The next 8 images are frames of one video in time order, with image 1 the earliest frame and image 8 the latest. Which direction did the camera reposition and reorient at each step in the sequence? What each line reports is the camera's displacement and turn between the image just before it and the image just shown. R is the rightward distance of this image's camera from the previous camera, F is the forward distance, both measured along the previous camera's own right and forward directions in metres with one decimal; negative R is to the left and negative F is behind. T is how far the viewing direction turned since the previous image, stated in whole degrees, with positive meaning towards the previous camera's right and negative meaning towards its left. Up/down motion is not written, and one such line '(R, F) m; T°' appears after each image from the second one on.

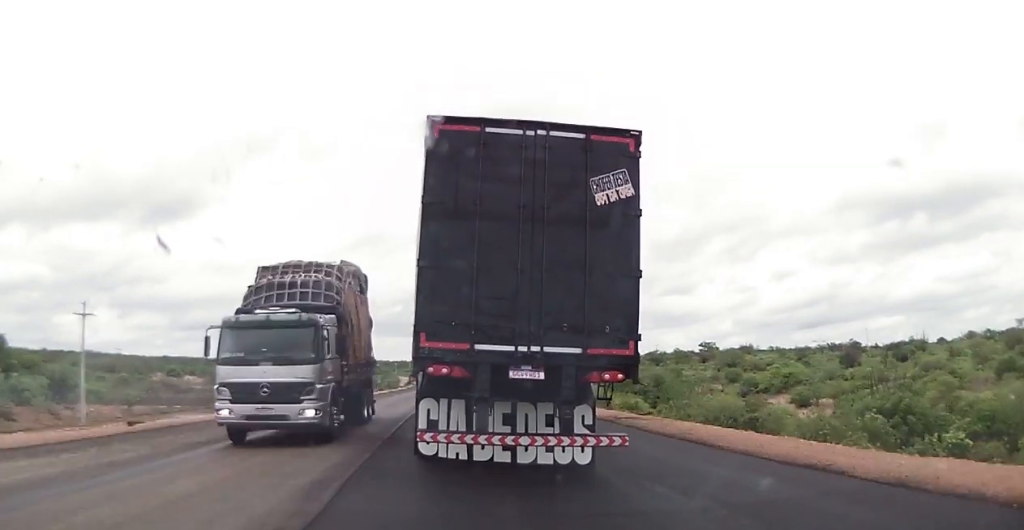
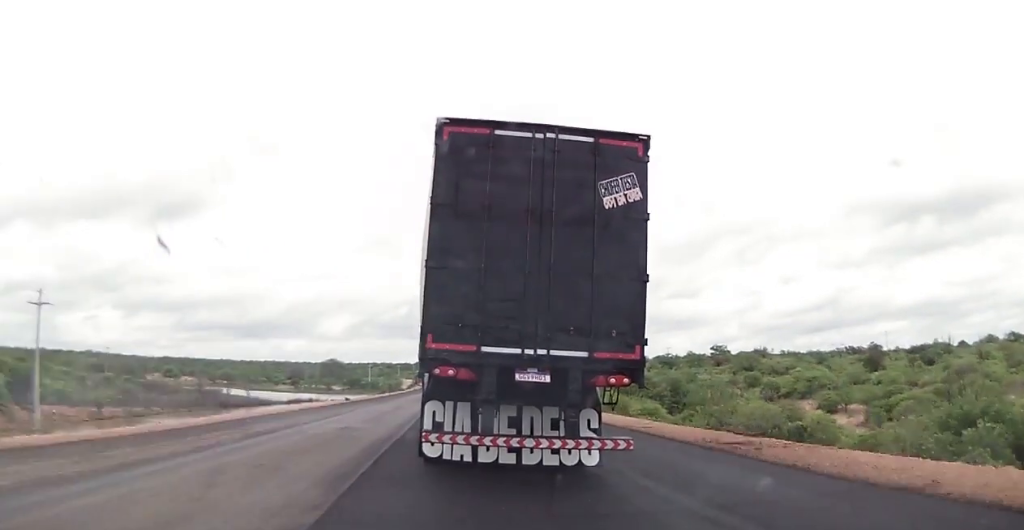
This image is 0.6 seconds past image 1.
(-0.1, +9.2) m; -1°
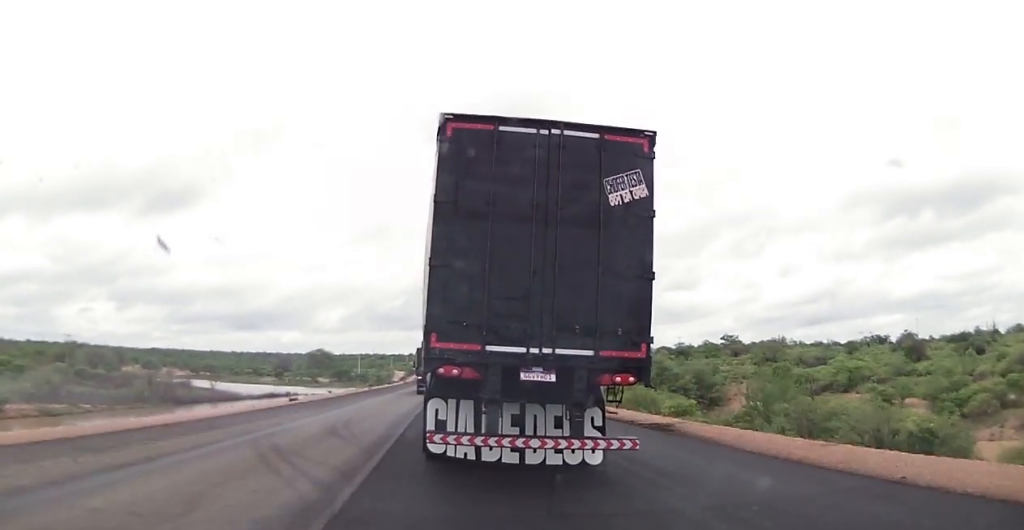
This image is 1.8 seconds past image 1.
(-0.1, +19.3) m; 0°
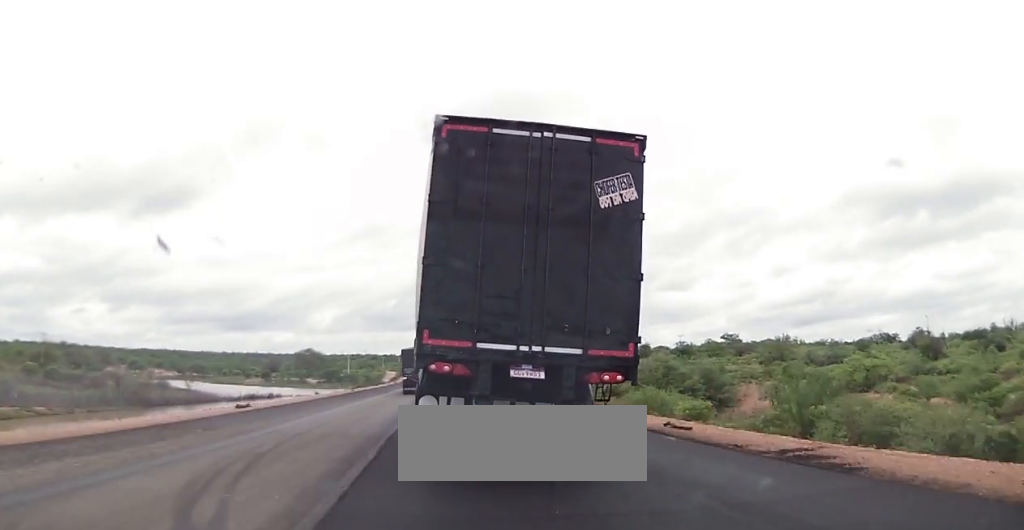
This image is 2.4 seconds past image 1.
(0.0, +8.9) m; 0°
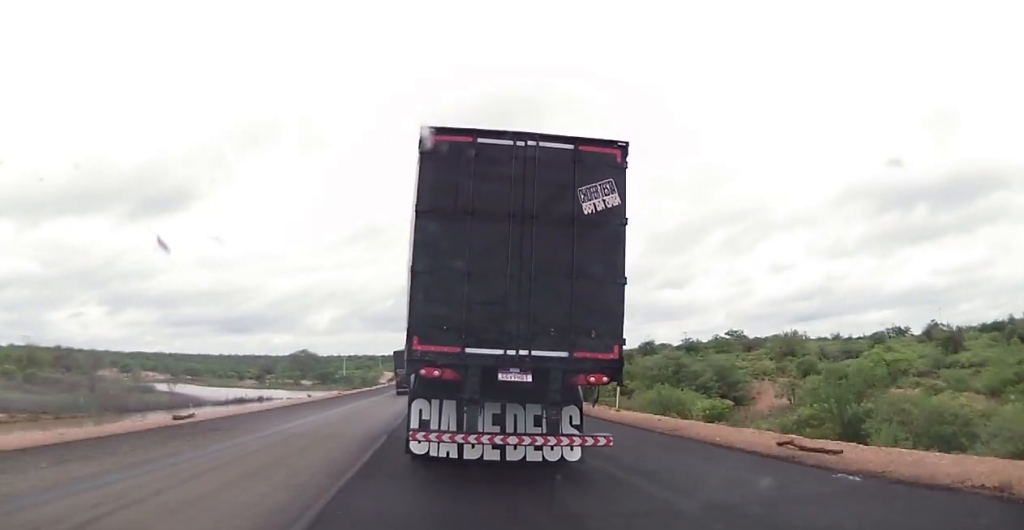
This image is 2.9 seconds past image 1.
(0.0, +7.2) m; 0°
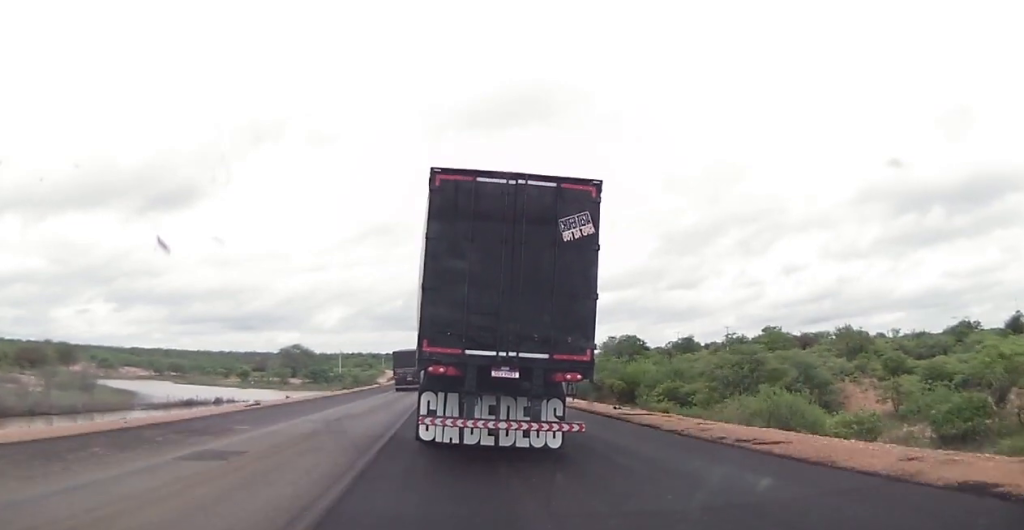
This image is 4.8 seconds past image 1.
(+0.4, +29.4) m; +2°
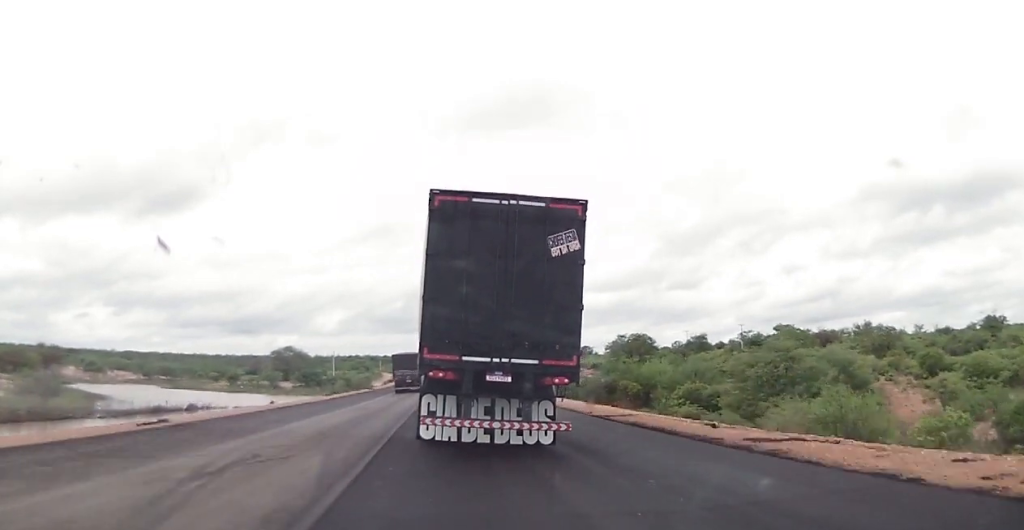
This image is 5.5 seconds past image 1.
(+0.3, +11.1) m; 0°
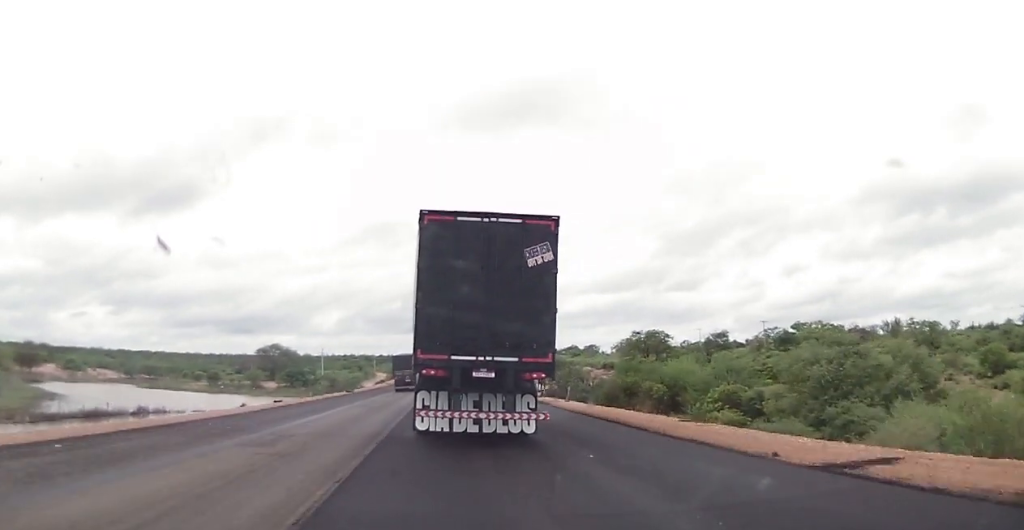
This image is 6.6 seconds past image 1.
(-0.4, +16.0) m; -2°
